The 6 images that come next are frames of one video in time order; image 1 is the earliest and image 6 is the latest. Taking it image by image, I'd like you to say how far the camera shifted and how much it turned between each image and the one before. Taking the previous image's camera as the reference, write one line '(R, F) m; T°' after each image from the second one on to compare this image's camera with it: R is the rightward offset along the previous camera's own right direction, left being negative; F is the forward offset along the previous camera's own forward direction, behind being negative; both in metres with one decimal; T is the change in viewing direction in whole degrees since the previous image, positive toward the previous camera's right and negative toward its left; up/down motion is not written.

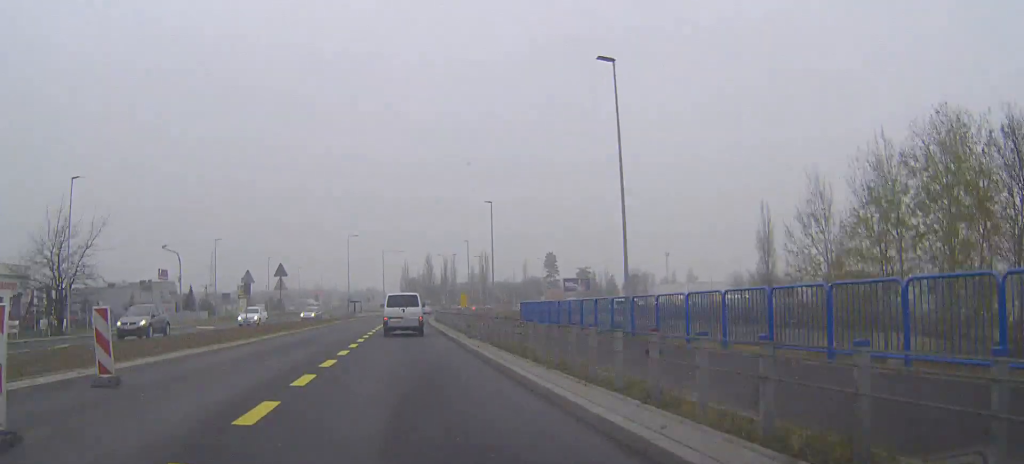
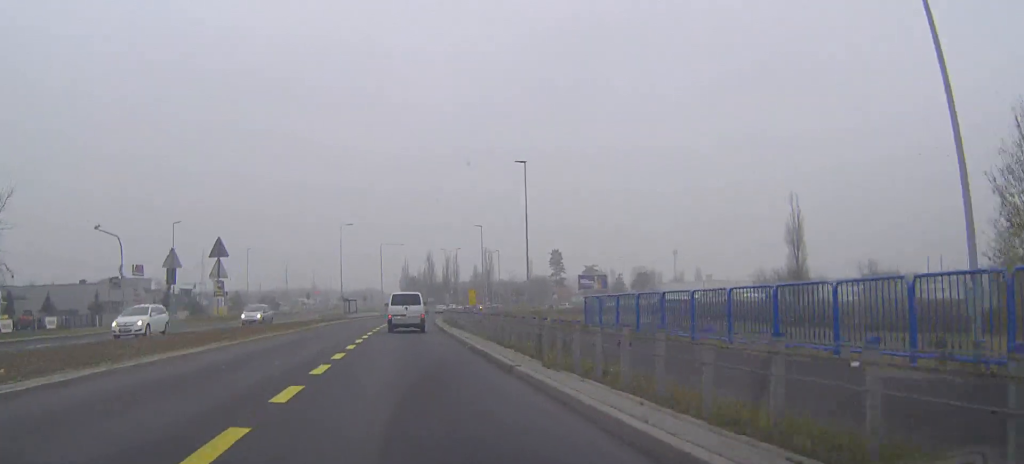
(0.0, +13.9) m; 0°
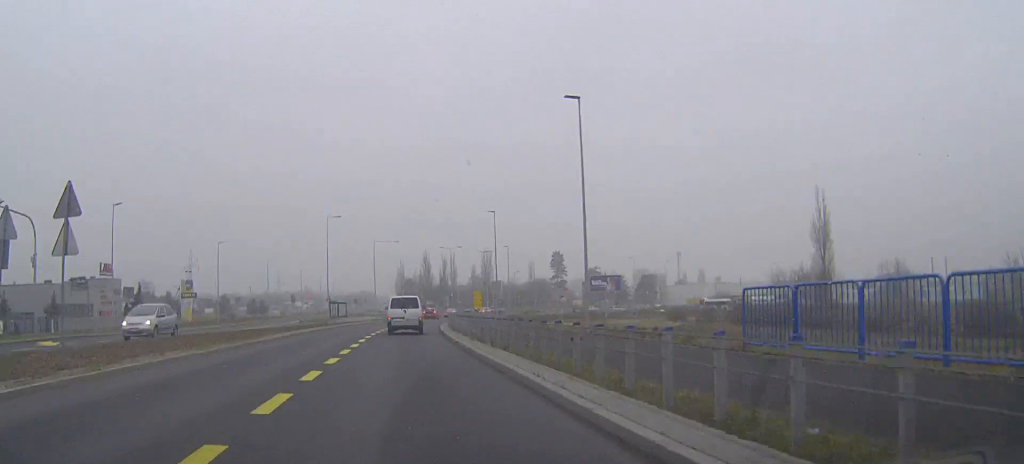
(0.0, +12.6) m; 0°
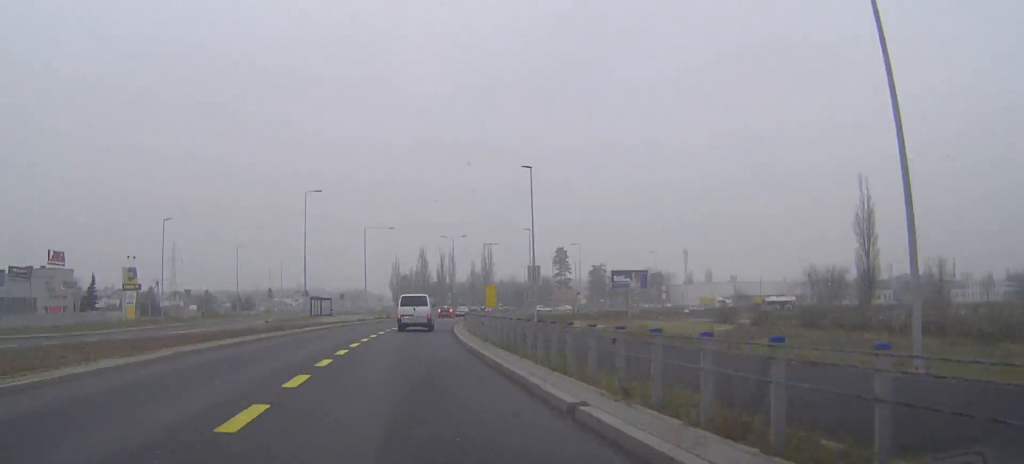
(0.0, +17.4) m; 0°
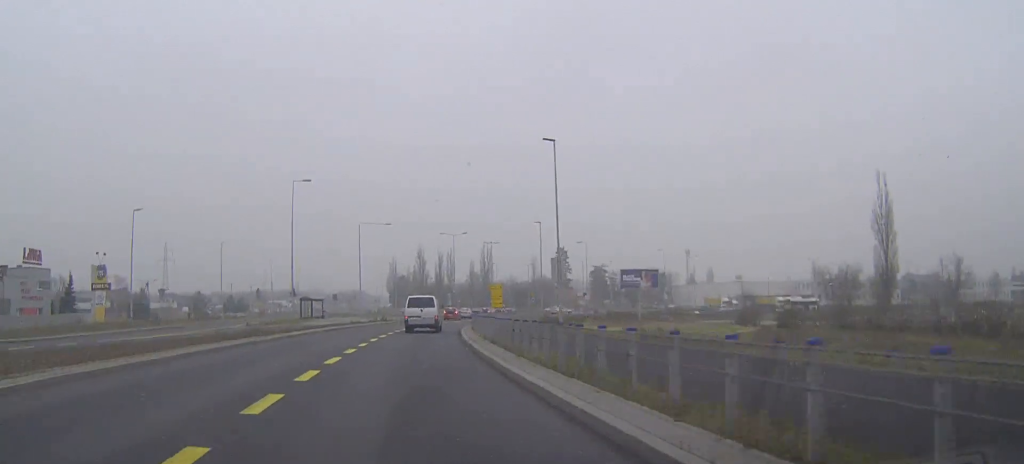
(0.0, +6.5) m; 0°
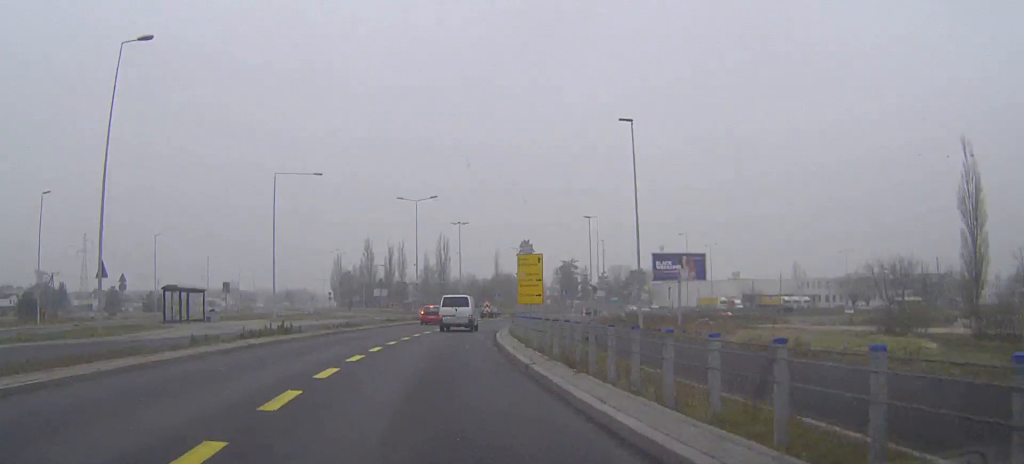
(+0.9, +35.7) m; +4°
